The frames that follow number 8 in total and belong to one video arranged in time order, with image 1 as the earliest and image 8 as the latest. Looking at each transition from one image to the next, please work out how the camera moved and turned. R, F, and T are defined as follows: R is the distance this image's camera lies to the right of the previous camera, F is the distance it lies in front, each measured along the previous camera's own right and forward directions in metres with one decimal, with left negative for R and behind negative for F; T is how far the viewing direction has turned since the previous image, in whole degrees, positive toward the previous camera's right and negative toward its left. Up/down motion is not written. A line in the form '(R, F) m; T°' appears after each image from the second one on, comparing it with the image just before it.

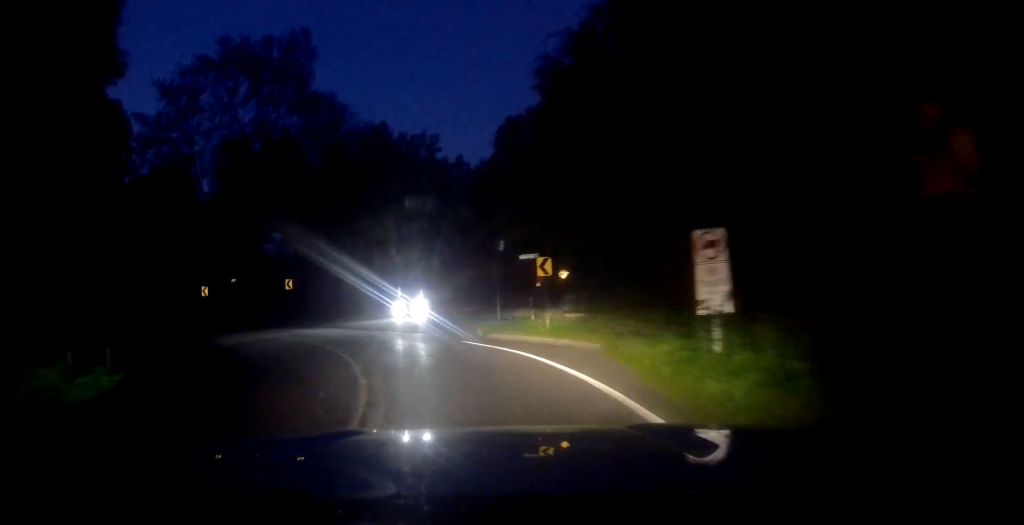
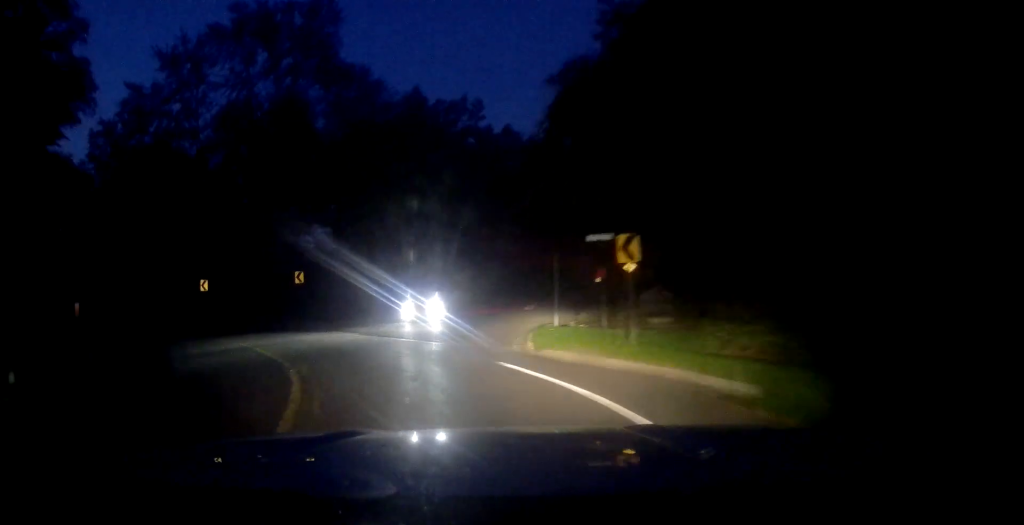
(+0.1, +7.1) m; -5°
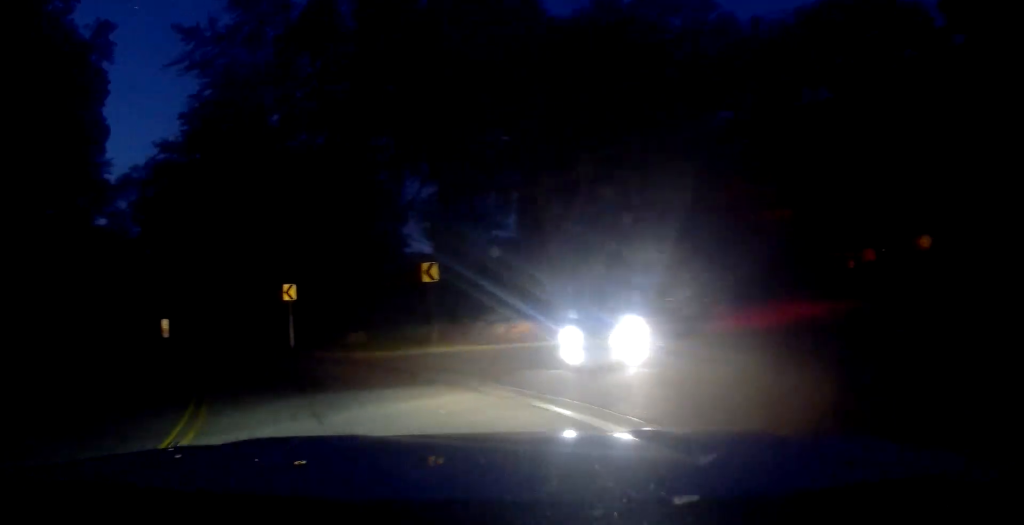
(-2.1, +15.1) m; -20°
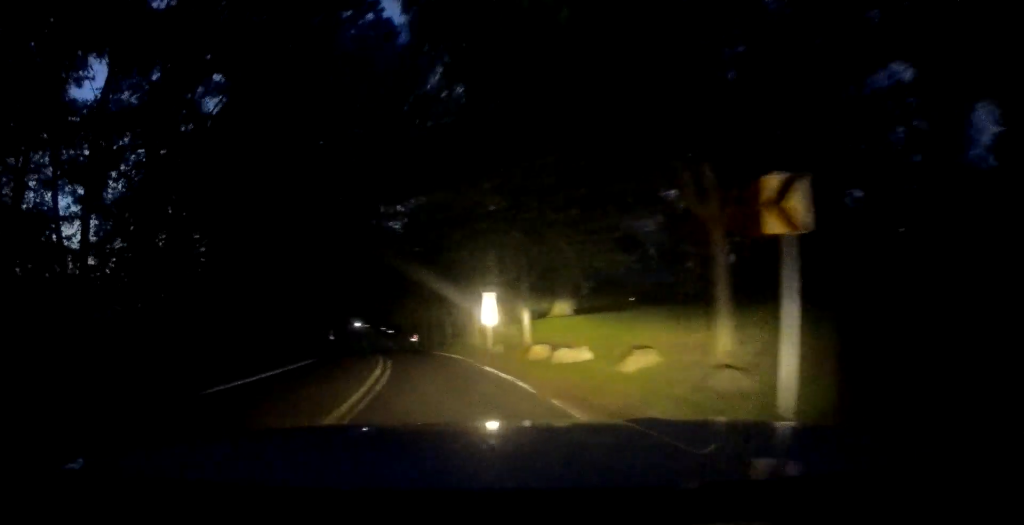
(-8.9, +15.7) m; -43°
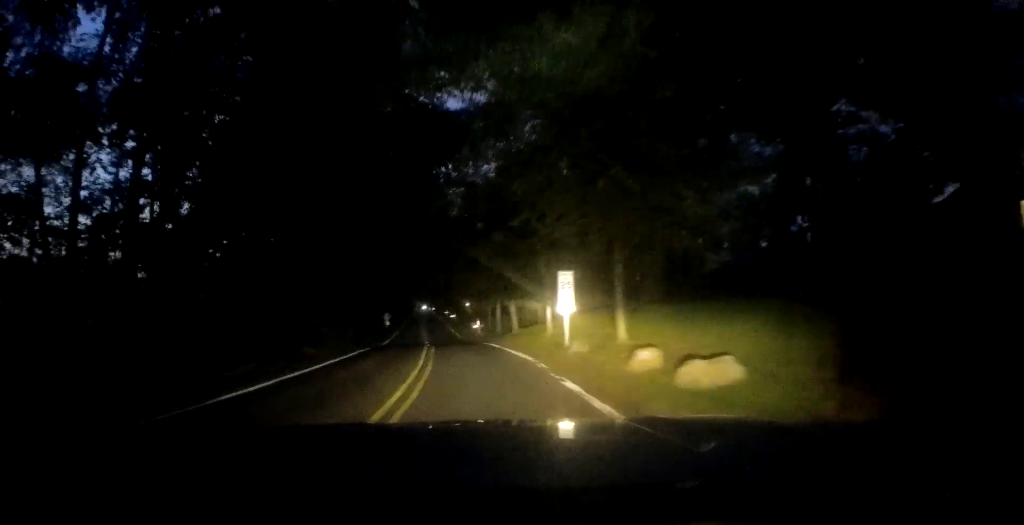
(+0.2, +5.8) m; +1°
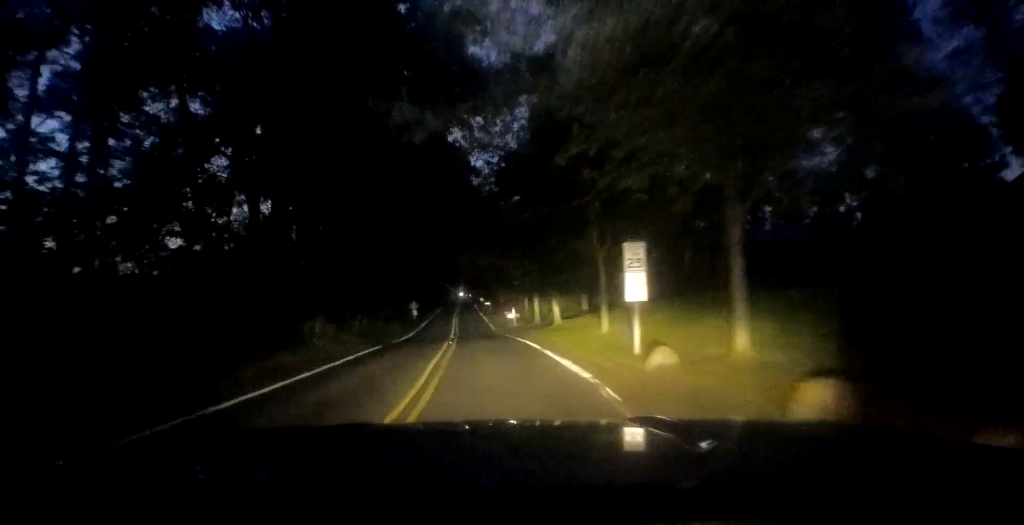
(0.0, +5.8) m; -5°
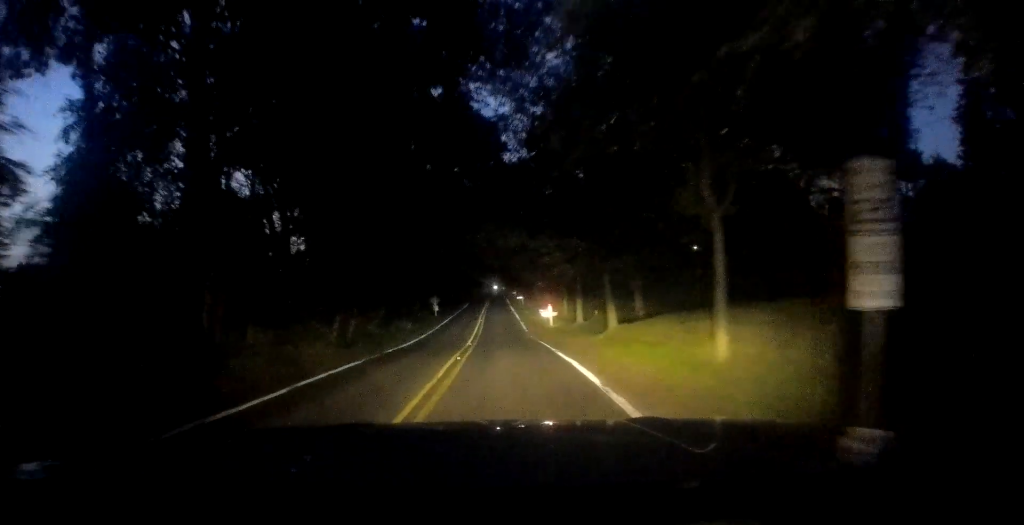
(-0.5, +7.8) m; -5°
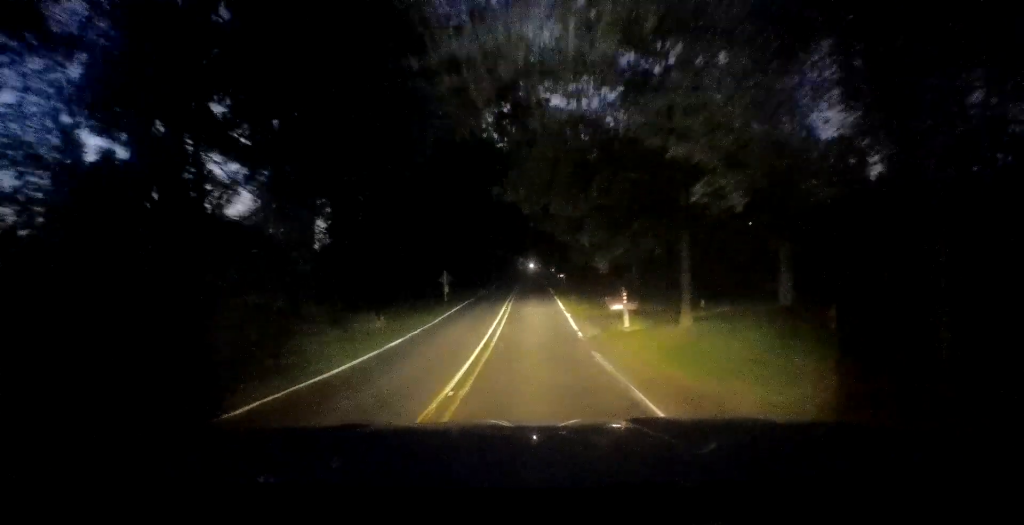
(-0.8, +14.6) m; -3°
